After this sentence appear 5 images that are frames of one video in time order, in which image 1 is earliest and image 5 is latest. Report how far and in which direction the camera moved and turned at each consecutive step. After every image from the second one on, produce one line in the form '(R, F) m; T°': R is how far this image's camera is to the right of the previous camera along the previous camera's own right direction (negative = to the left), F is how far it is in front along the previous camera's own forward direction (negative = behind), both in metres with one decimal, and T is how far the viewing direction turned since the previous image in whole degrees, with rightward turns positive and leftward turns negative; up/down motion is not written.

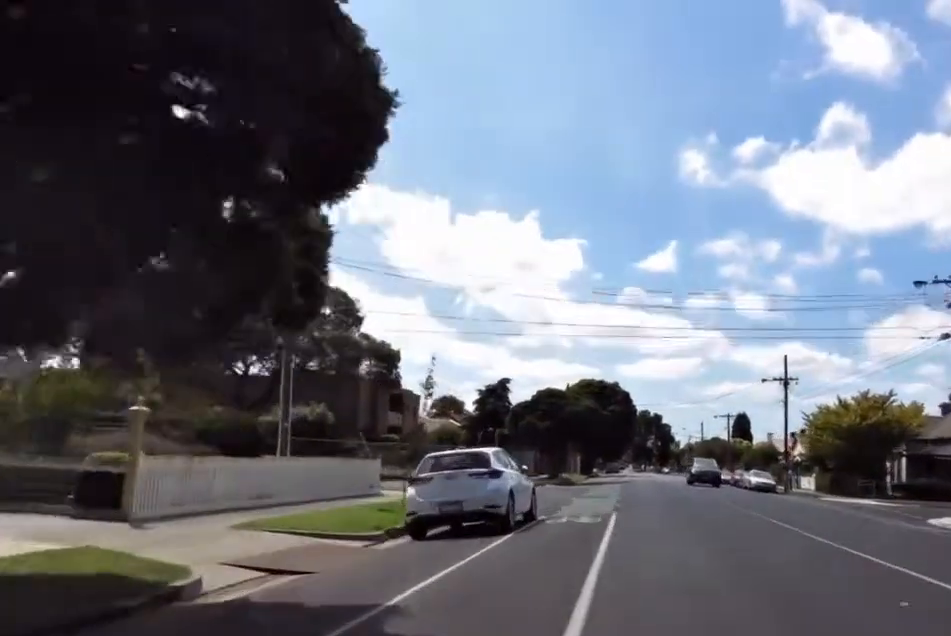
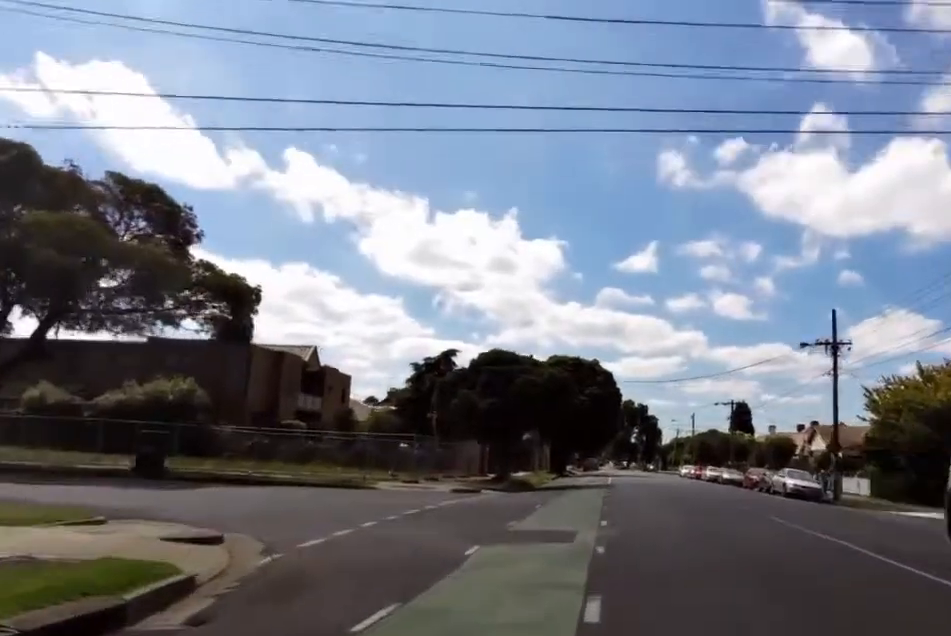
(-0.7, +16.6) m; -2°
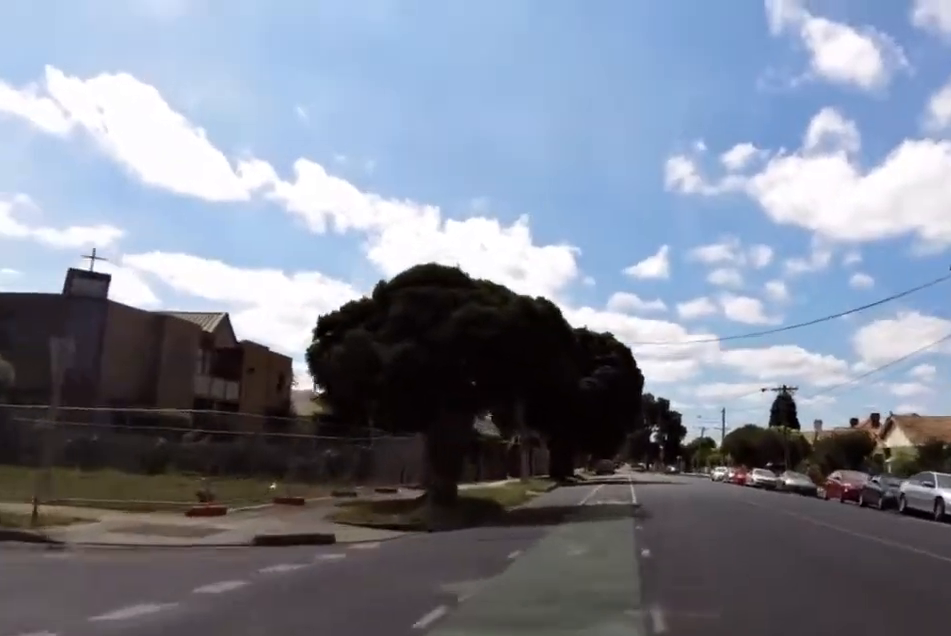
(+1.2, +15.2) m; +13°
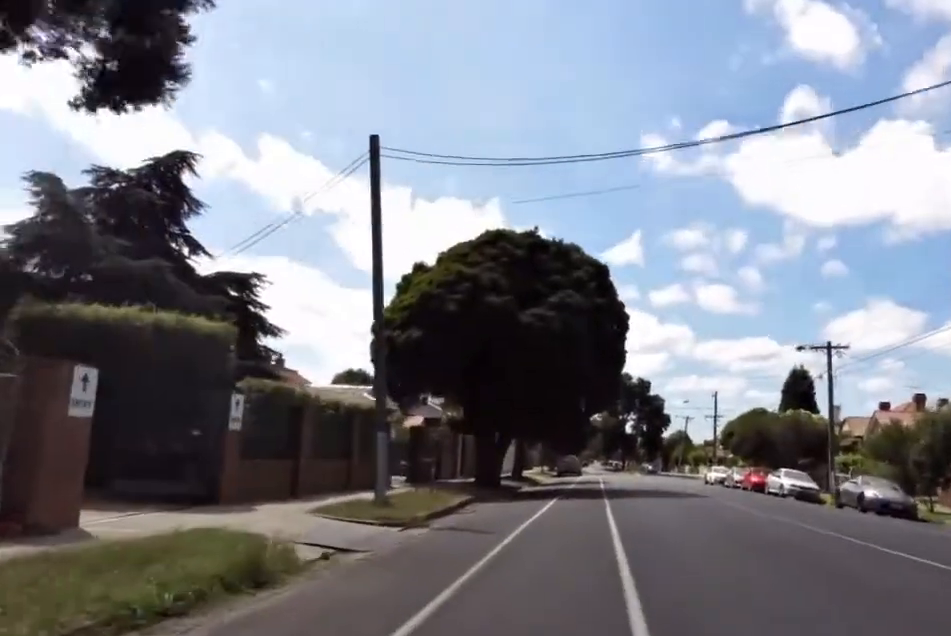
(+1.3, +17.1) m; -1°
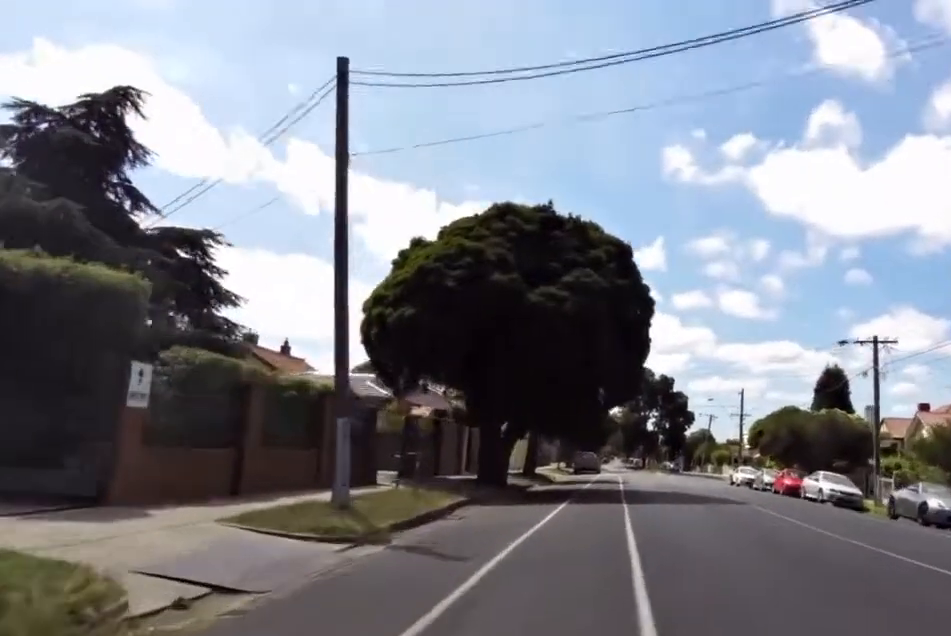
(+0.1, +3.5) m; -4°
